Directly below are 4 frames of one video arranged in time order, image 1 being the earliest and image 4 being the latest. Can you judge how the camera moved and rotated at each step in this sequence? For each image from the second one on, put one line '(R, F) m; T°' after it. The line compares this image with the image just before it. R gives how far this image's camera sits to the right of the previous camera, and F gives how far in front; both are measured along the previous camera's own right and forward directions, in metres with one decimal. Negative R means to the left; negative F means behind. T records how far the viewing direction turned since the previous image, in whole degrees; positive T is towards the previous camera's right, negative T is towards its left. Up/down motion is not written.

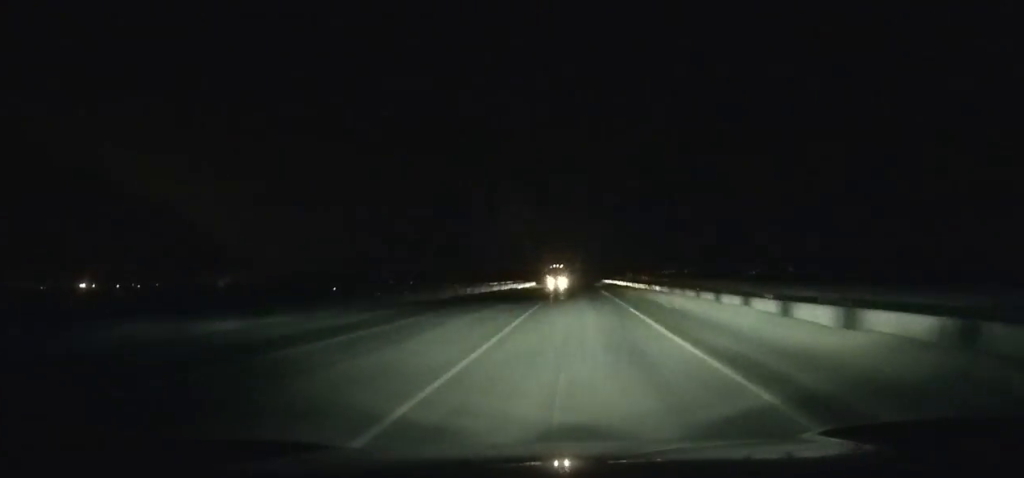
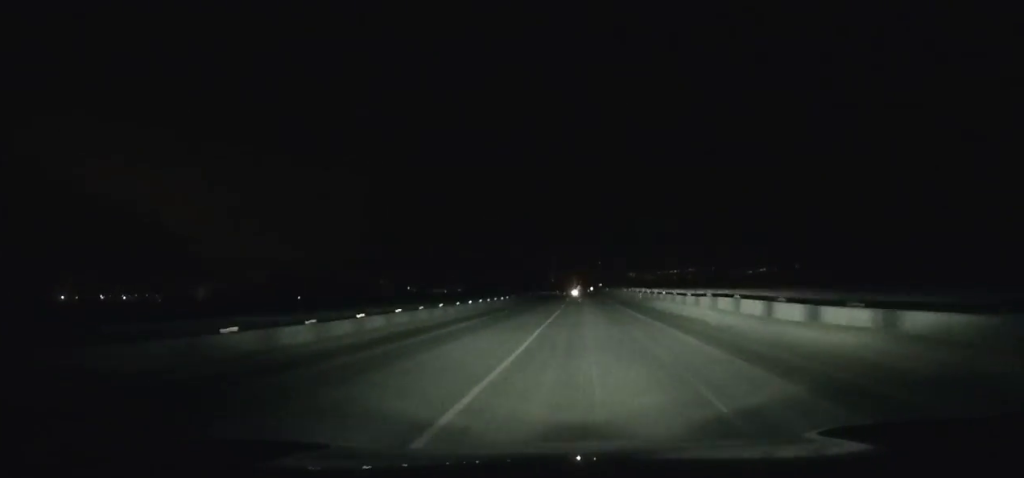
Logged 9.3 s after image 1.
(-0.7, +202.8) m; 0°
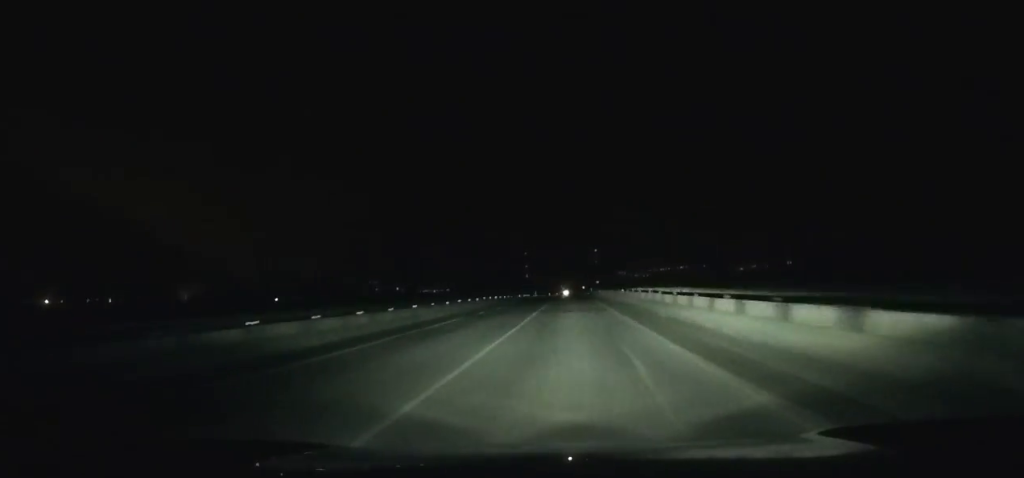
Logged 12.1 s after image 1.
(+0.3, +56.0) m; 0°
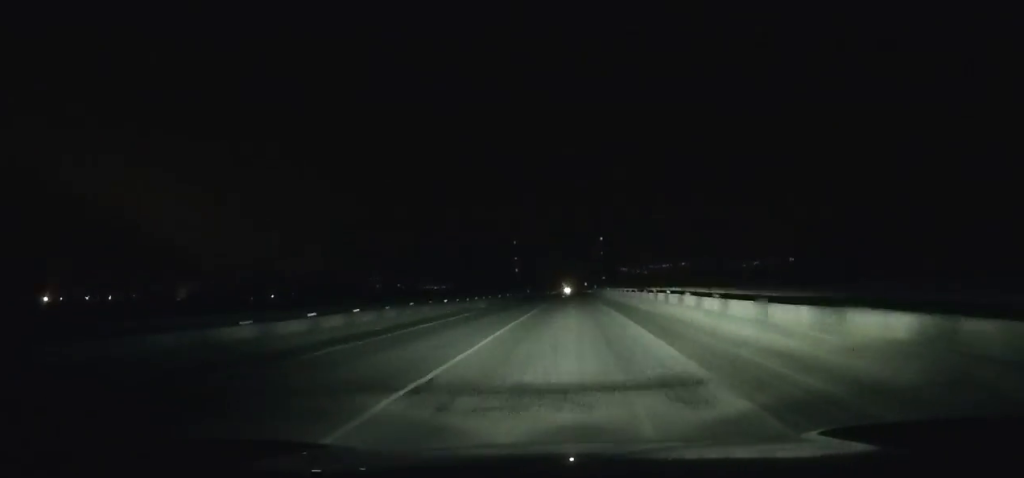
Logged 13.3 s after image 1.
(-0.1, +23.7) m; 0°
